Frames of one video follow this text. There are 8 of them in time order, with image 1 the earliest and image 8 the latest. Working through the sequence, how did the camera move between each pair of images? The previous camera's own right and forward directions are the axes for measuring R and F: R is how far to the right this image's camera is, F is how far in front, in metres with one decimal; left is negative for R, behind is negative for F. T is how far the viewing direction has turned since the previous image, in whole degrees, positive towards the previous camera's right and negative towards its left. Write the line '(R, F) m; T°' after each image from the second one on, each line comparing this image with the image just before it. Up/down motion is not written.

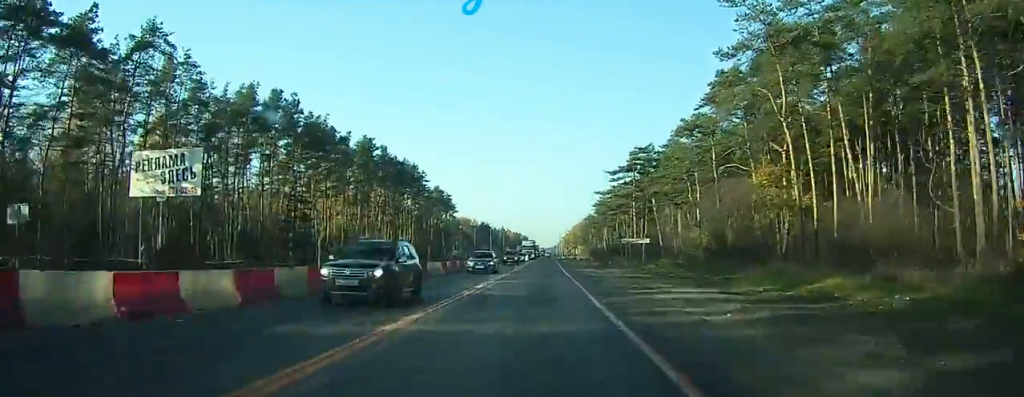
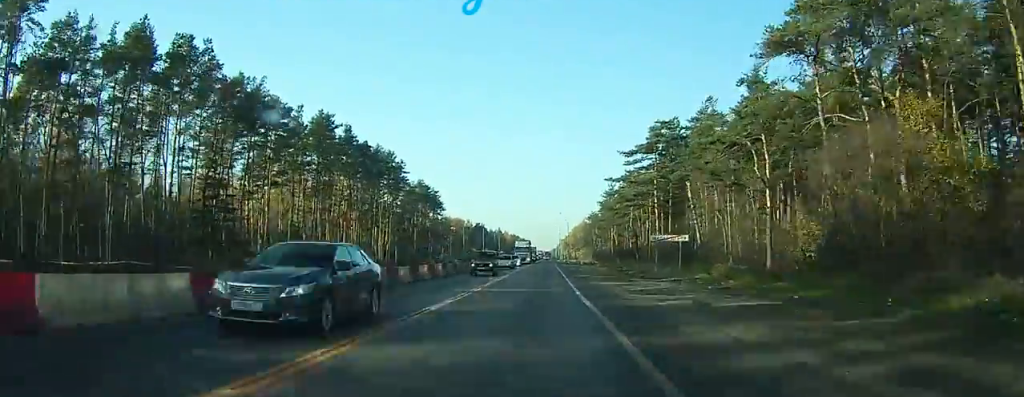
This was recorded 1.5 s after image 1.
(-0.1, +19.4) m; 0°
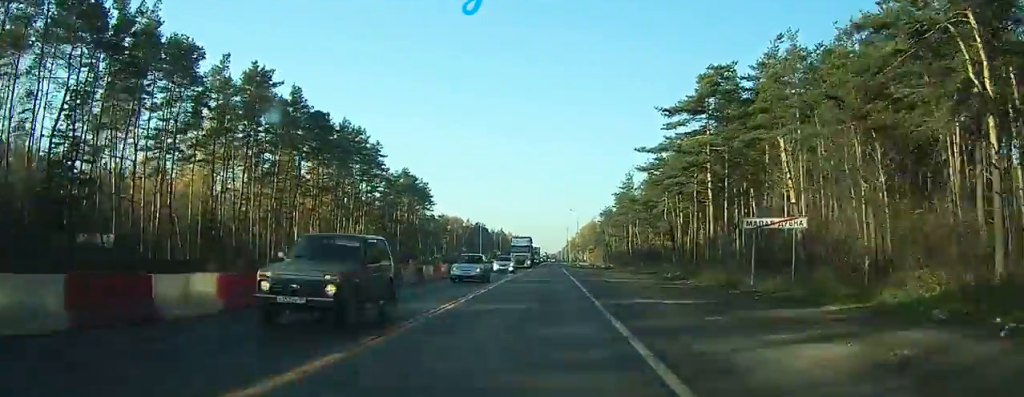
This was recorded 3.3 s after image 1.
(0.0, +21.5) m; 0°
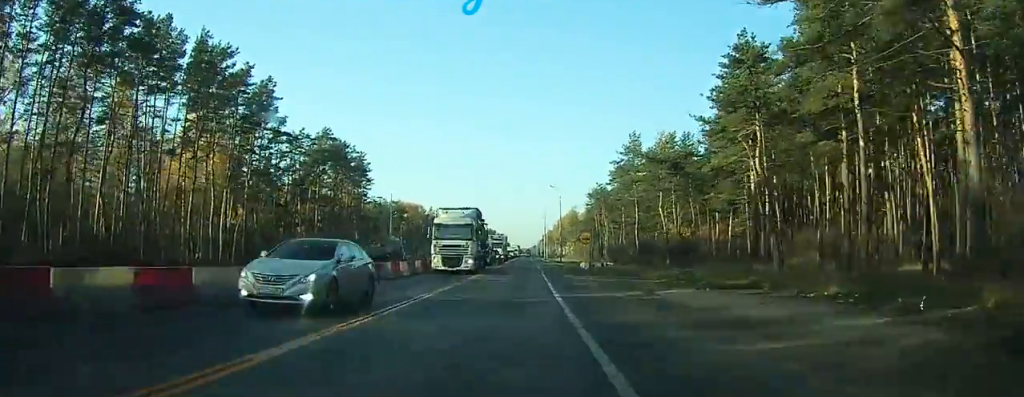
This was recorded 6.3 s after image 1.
(+0.2, +34.4) m; +2°
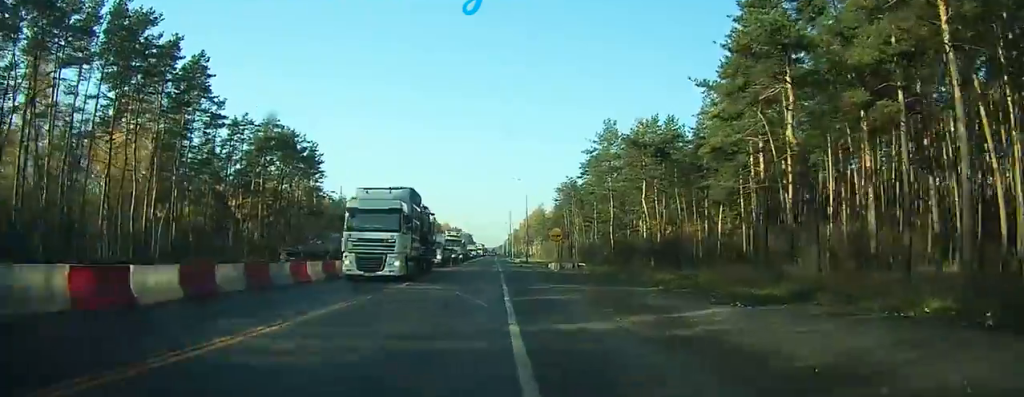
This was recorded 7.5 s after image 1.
(+0.3, +10.6) m; +3°
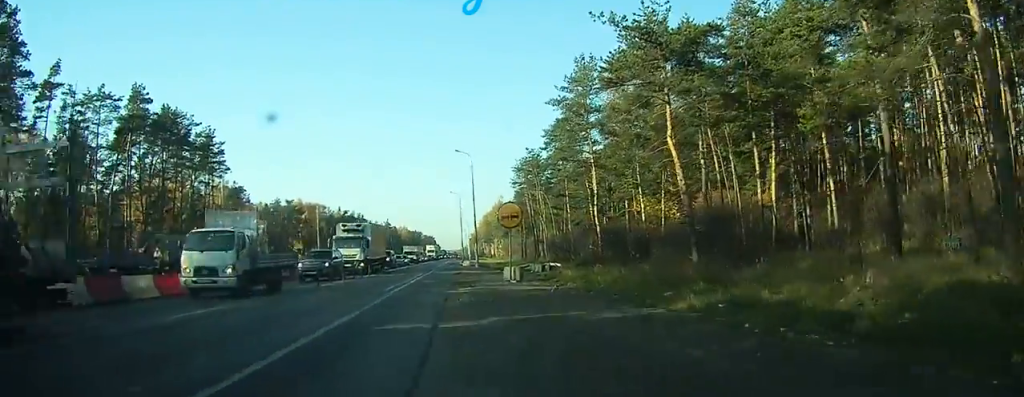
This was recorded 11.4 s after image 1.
(+1.3, +25.1) m; +5°
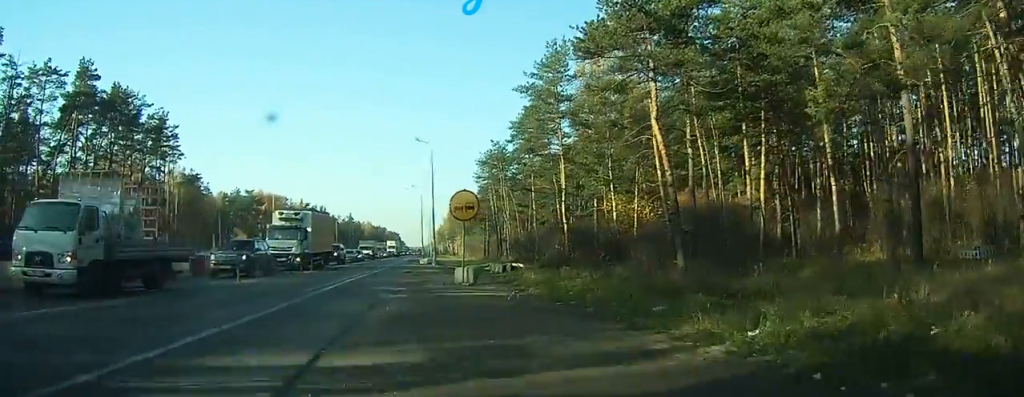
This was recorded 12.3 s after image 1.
(-0.1, +4.3) m; +1°
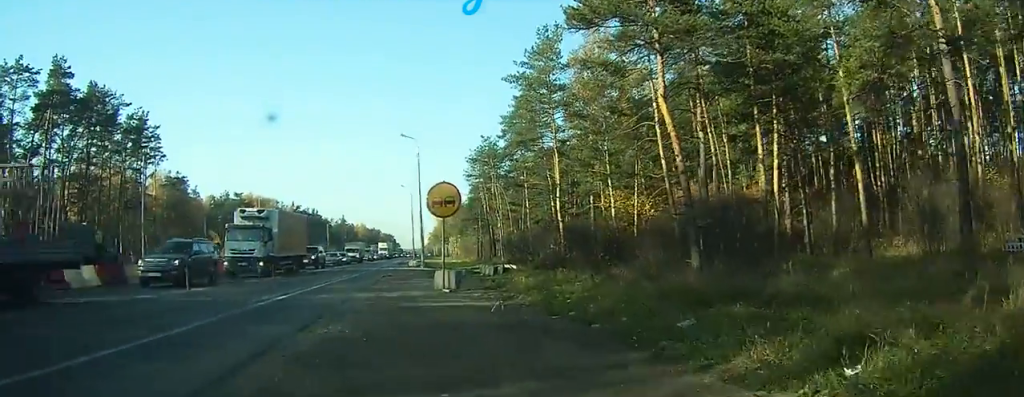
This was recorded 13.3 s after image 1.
(+0.2, +3.1) m; -1°
